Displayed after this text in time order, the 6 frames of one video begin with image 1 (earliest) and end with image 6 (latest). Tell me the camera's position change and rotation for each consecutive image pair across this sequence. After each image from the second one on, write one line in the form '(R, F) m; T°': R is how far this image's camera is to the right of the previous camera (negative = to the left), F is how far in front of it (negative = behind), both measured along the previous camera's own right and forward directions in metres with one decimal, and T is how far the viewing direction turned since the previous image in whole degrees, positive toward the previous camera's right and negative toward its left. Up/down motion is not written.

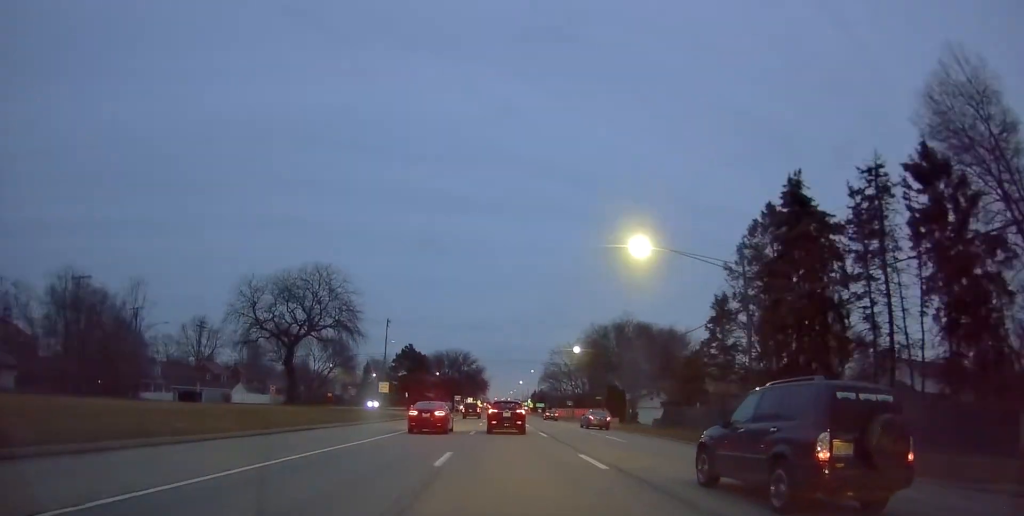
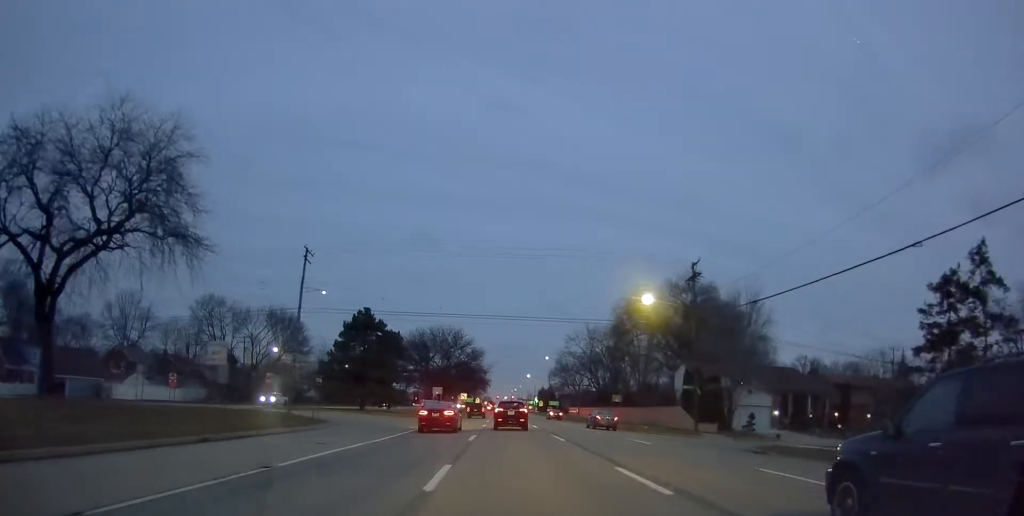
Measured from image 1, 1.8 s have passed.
(-0.6, +34.8) m; -1°
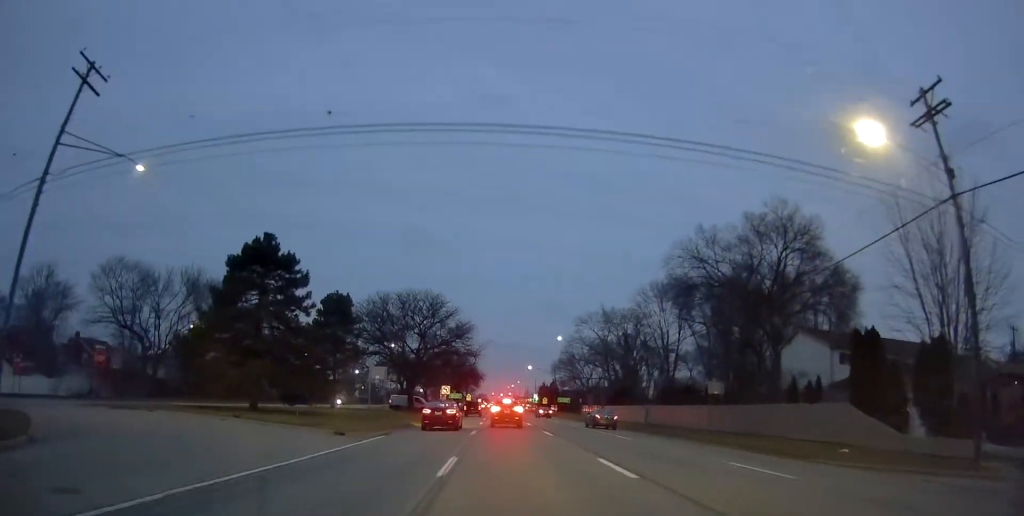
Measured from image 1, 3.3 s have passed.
(+0.2, +27.2) m; +1°
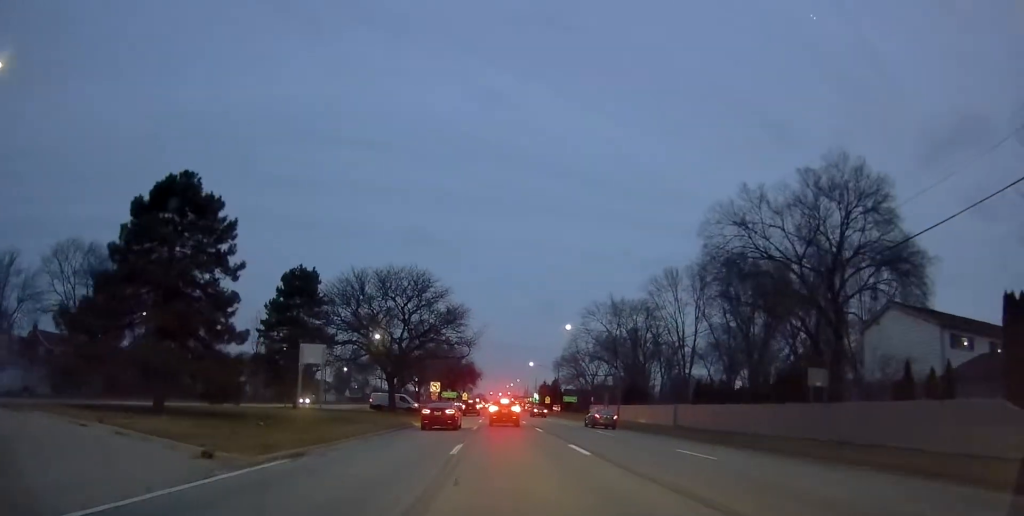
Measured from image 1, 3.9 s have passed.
(+0.3, +10.8) m; 0°
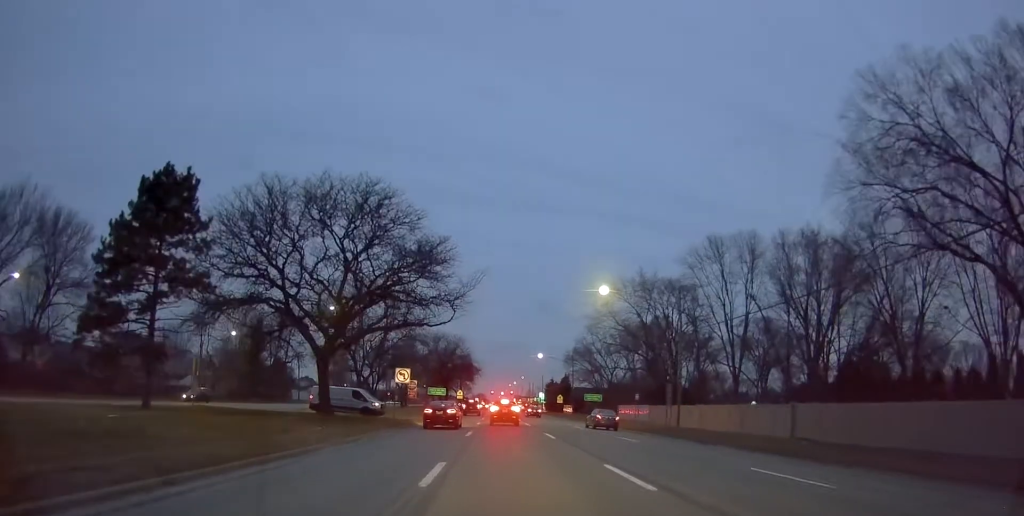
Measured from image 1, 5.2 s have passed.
(-0.4, +22.0) m; 0°
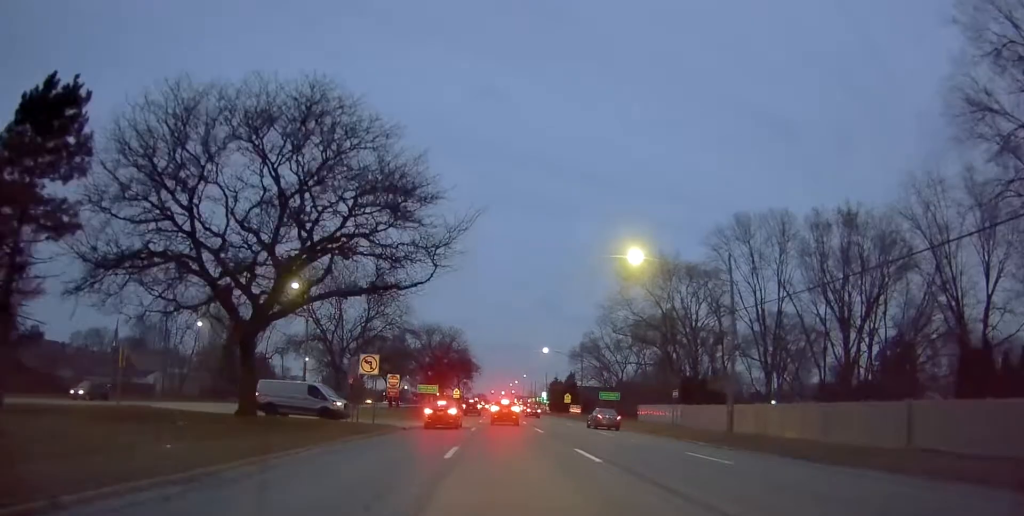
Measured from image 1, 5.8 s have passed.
(+0.4, +10.7) m; +1°
